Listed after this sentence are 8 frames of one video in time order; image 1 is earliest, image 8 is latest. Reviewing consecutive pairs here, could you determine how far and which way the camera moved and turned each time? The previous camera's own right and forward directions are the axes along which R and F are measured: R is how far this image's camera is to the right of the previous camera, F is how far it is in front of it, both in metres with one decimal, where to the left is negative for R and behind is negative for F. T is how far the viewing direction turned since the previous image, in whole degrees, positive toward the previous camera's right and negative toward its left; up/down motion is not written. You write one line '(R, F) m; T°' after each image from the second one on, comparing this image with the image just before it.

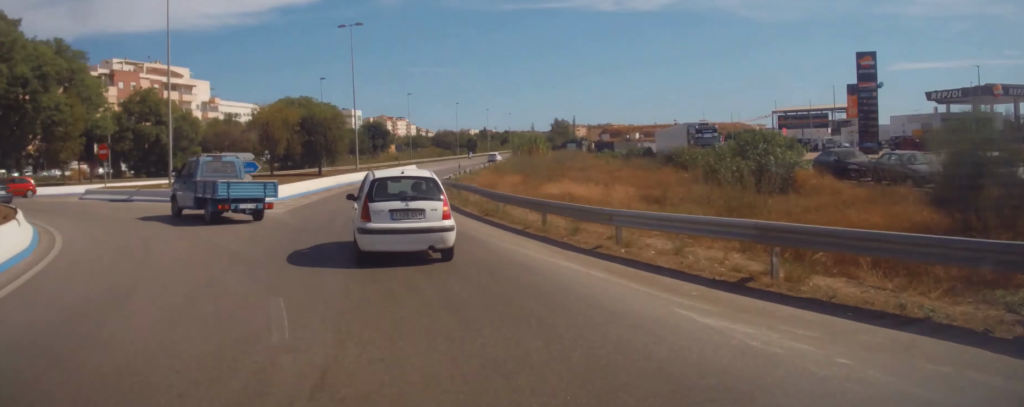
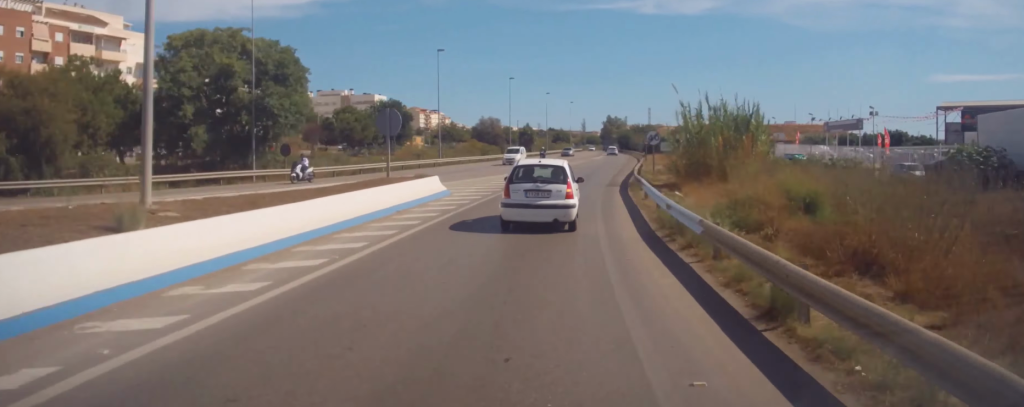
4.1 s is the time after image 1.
(-7.1, +52.2) m; -5°
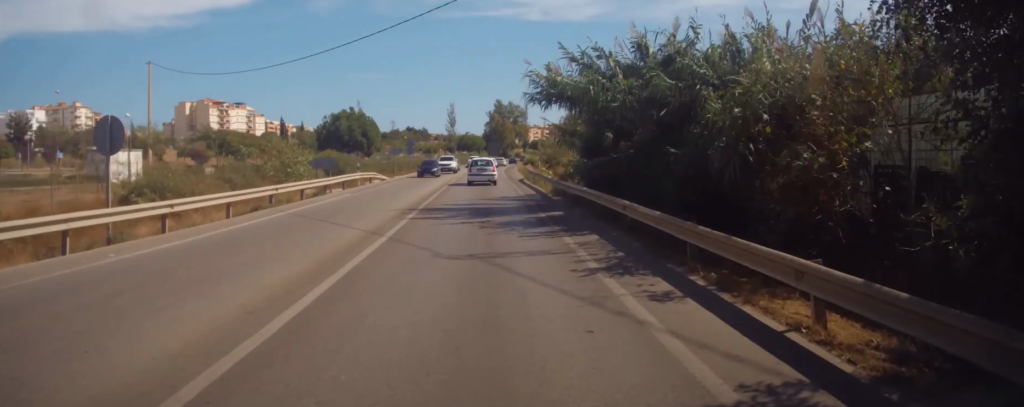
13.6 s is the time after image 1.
(+8.0, +167.4) m; +6°
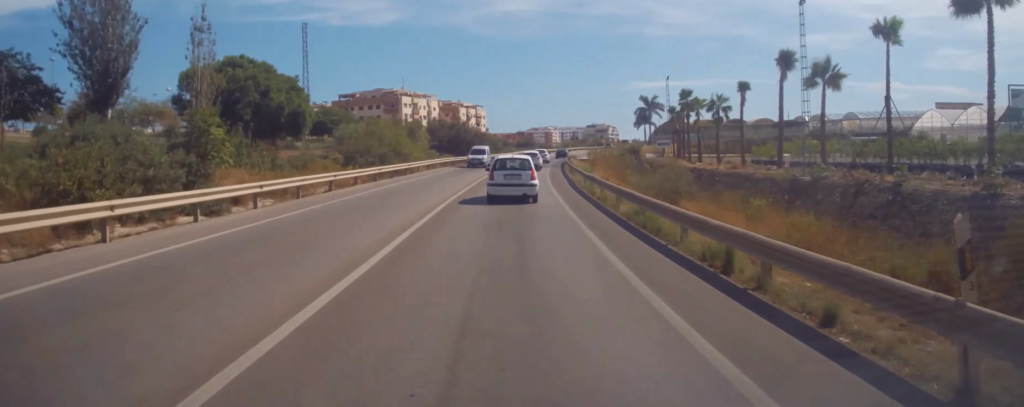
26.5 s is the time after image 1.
(+33.4, +238.1) m; +19°
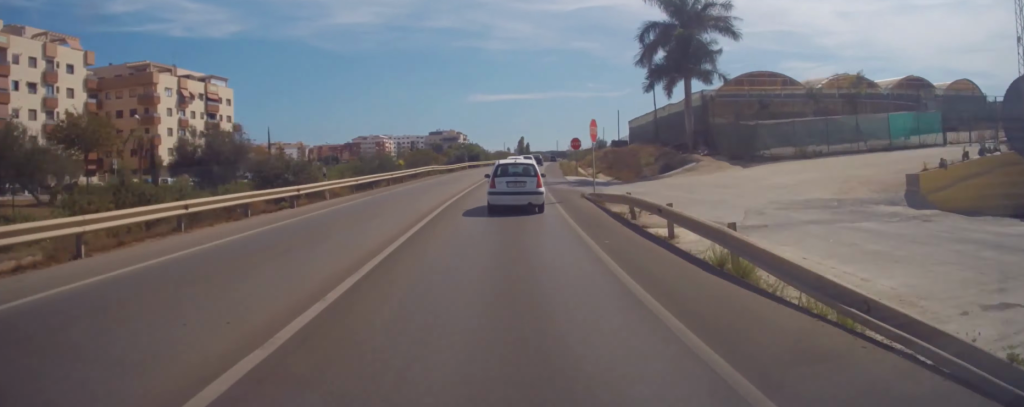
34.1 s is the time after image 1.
(+16.1, +138.4) m; +10°
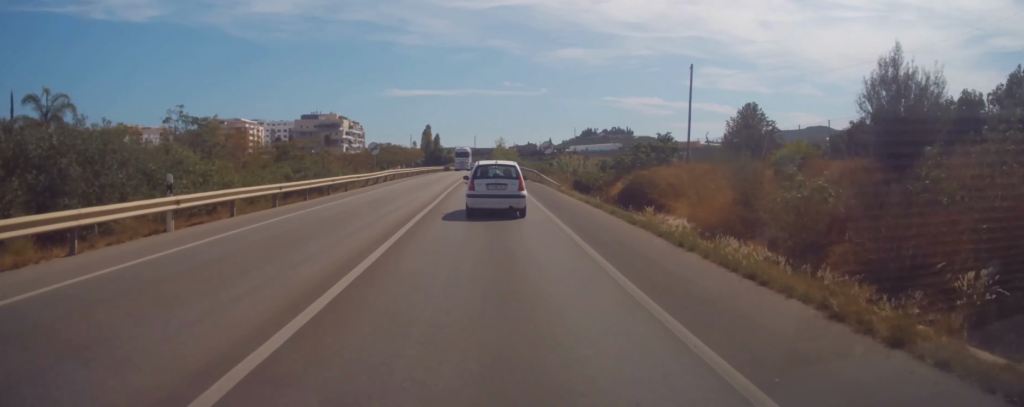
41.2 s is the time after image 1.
(+5.9, +108.6) m; +4°
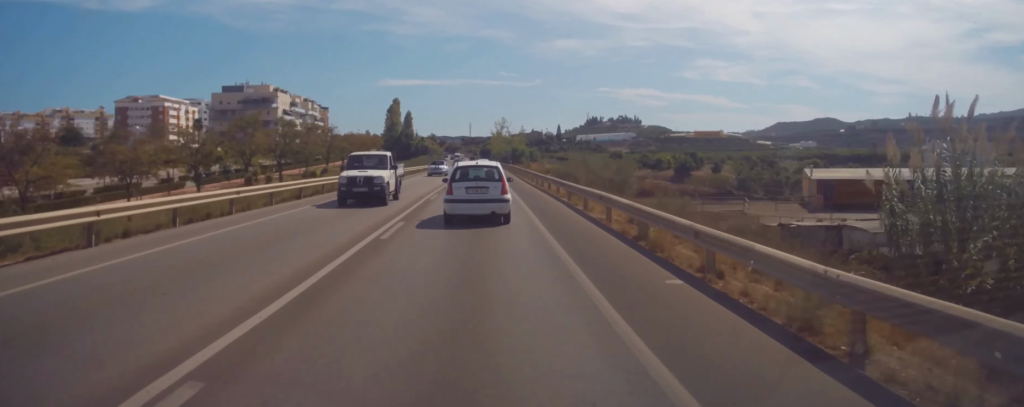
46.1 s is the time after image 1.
(+0.9, +58.2) m; 0°
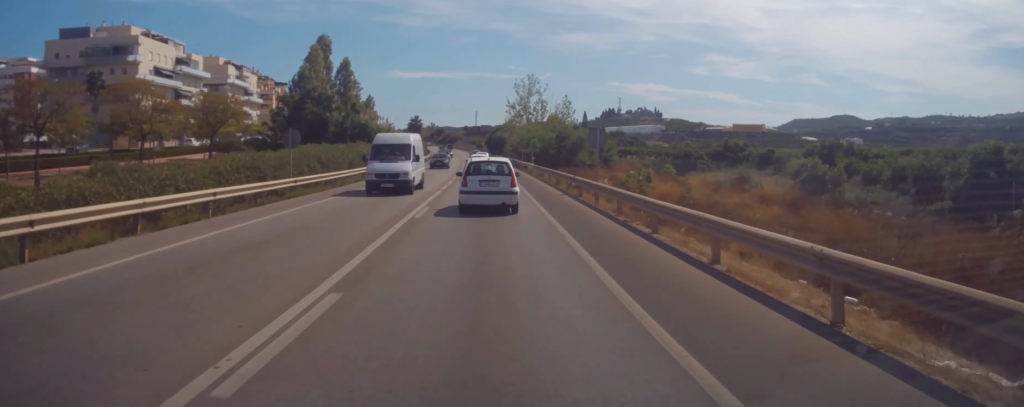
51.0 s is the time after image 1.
(+0.3, +60.5) m; -2°
